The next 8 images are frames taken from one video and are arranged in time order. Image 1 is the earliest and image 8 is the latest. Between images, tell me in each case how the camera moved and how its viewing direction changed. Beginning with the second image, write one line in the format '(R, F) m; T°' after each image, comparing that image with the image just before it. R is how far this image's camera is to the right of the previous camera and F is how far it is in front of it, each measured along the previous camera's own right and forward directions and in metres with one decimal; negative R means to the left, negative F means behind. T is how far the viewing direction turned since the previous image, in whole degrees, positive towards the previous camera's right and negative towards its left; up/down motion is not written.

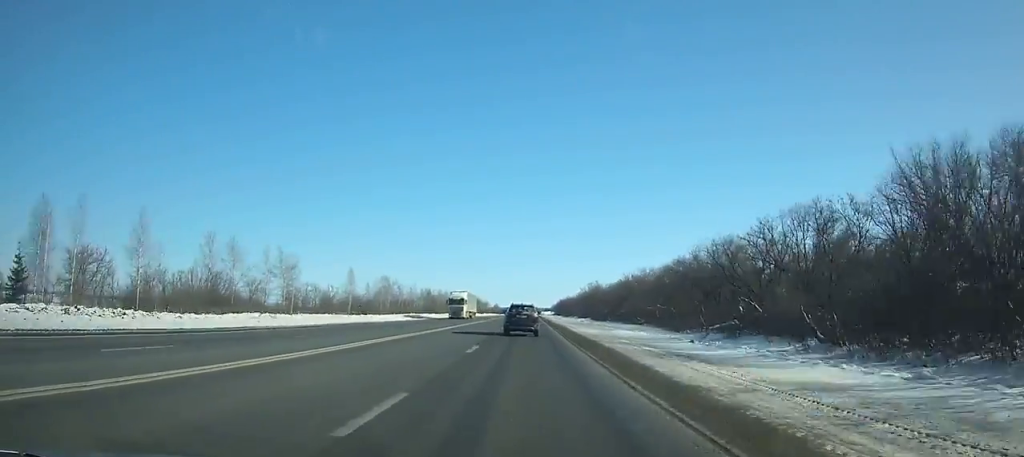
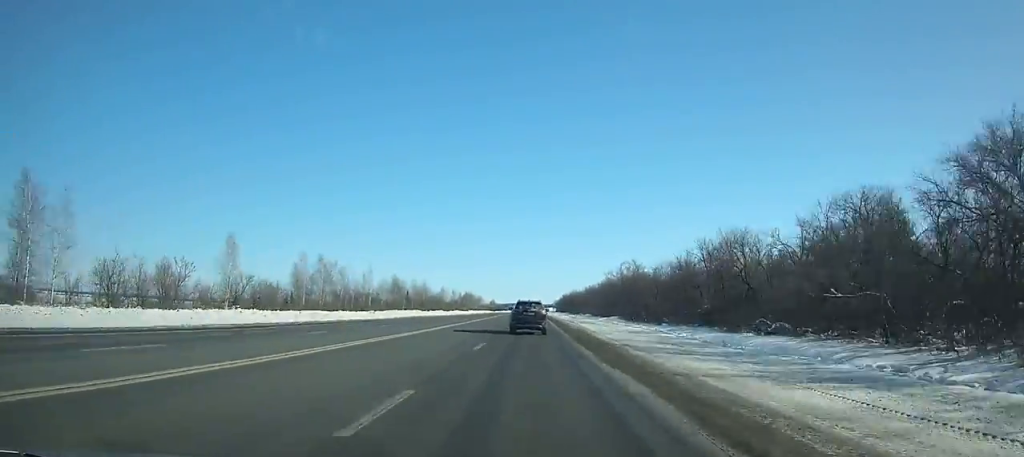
(0.0, +59.4) m; 0°
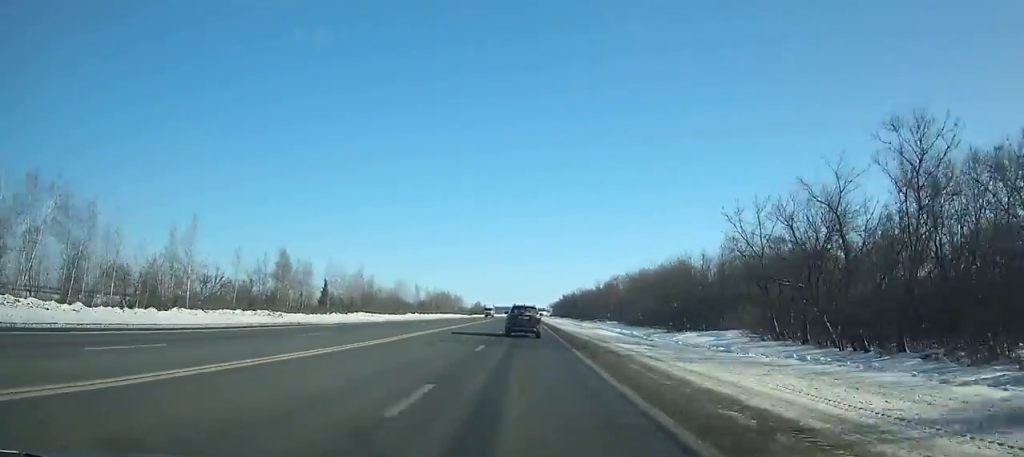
(+0.3, +82.9) m; 0°
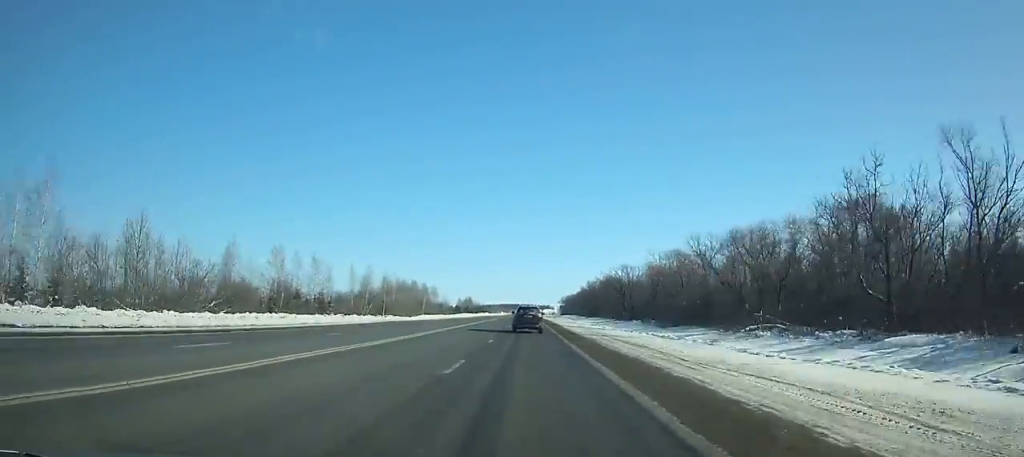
(+0.1, +116.3) m; 0°
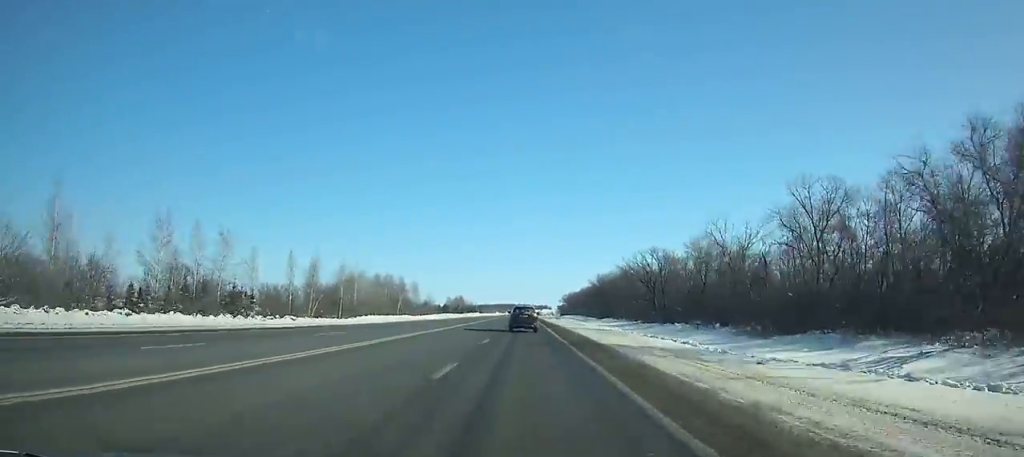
(-0.1, +36.9) m; 0°
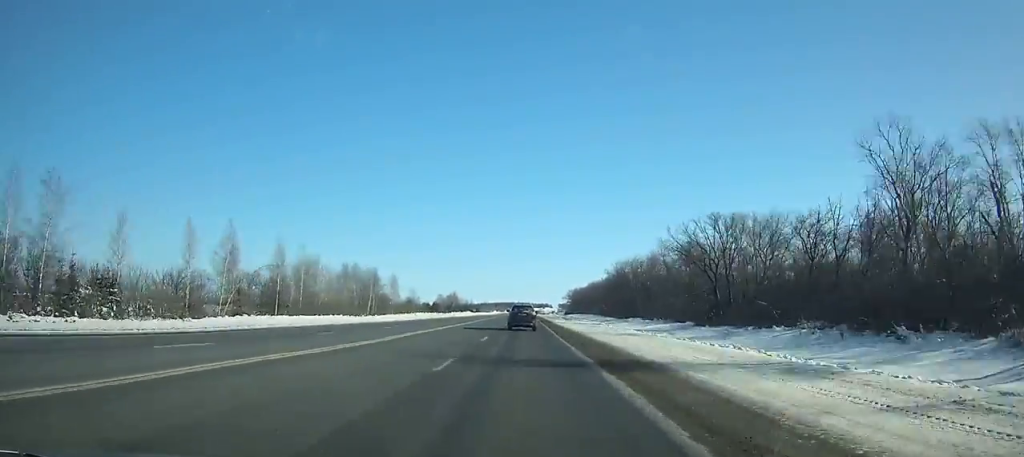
(-0.1, +34.5) m; 0°
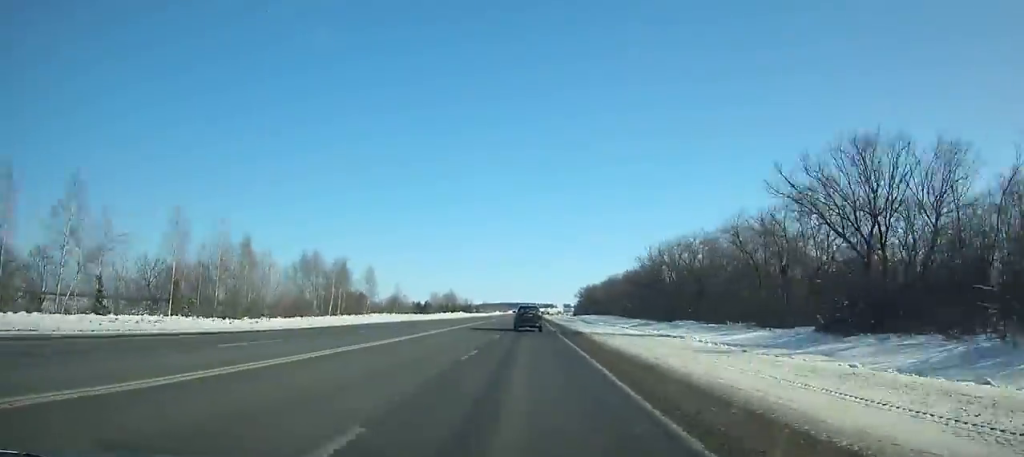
(0.0, +32.4) m; 0°
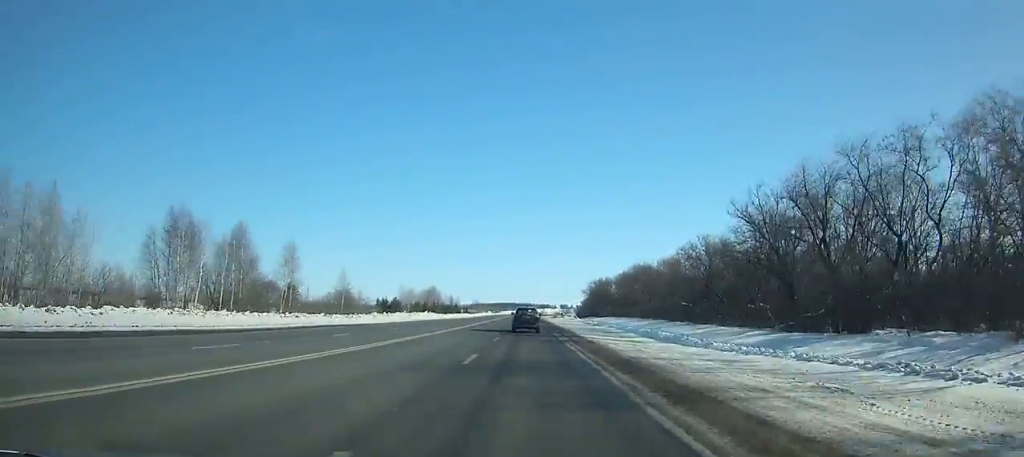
(0.0, +47.5) m; 0°
